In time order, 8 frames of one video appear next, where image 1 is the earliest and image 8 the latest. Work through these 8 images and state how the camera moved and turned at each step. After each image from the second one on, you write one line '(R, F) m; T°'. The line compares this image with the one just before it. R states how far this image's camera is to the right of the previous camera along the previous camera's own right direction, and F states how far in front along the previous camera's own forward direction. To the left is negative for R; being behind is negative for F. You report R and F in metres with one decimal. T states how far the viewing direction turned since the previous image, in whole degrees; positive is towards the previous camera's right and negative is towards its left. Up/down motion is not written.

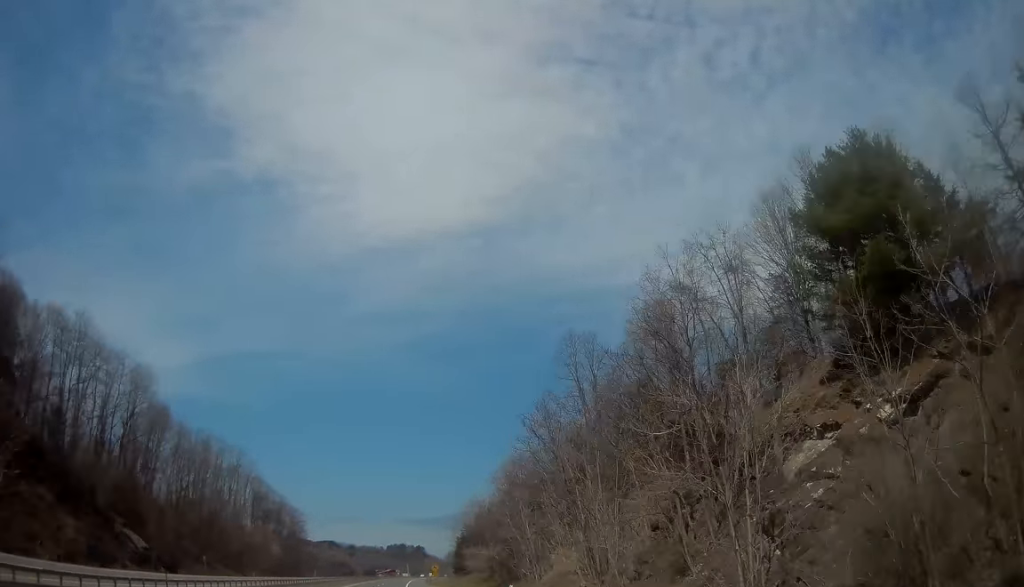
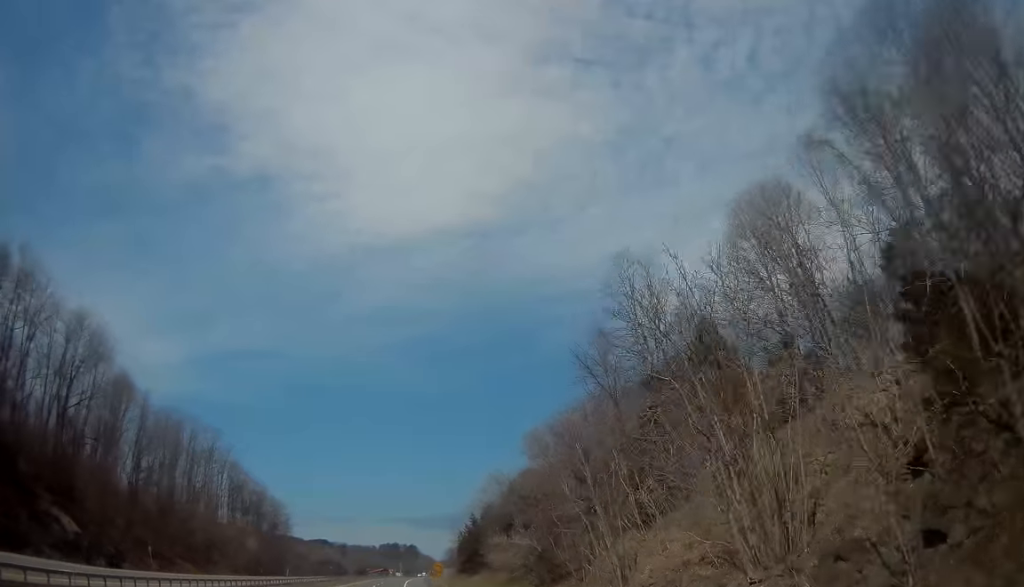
(+0.2, +18.8) m; +1°
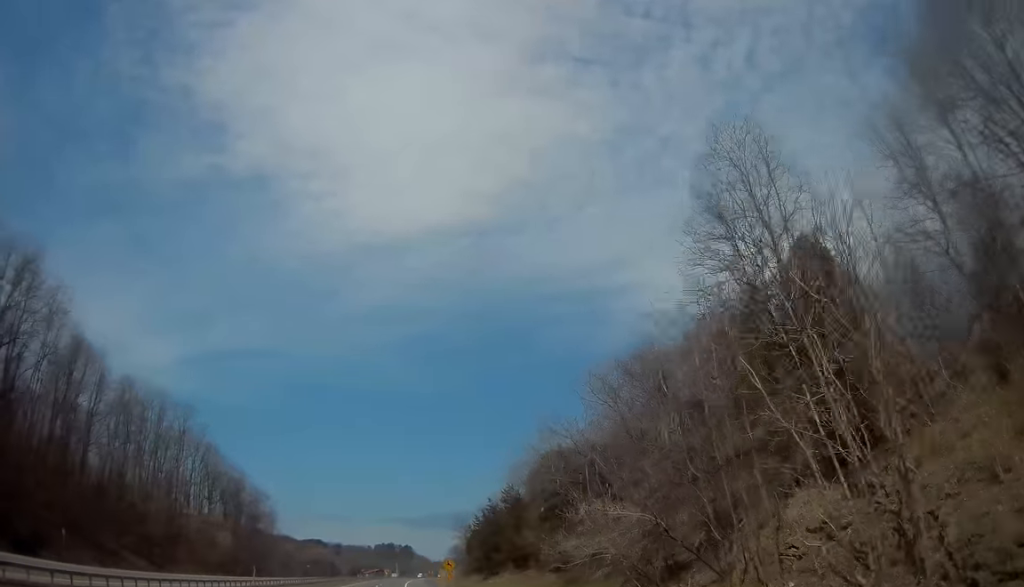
(+0.1, +19.8) m; 0°
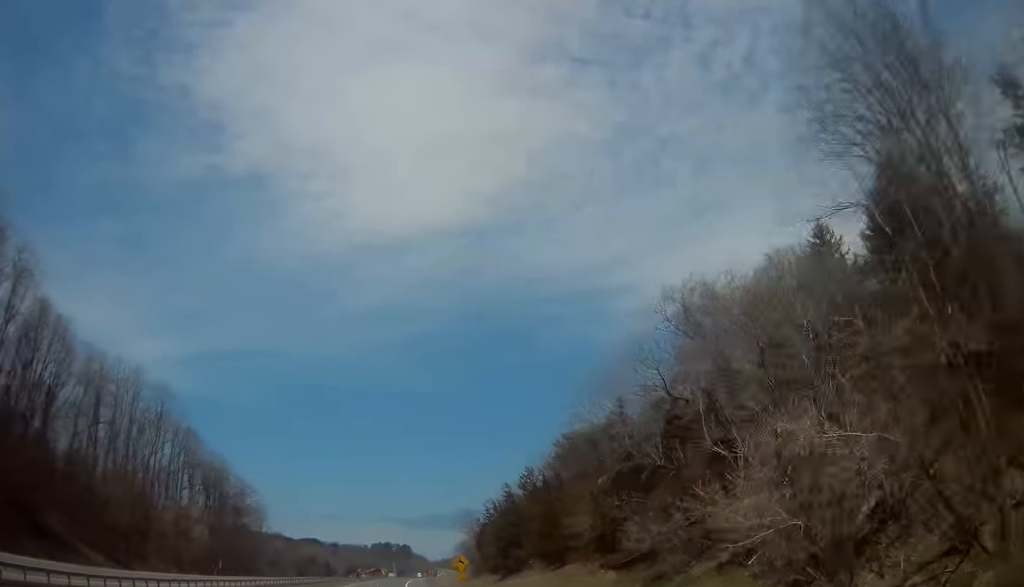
(0.0, +12.9) m; 0°
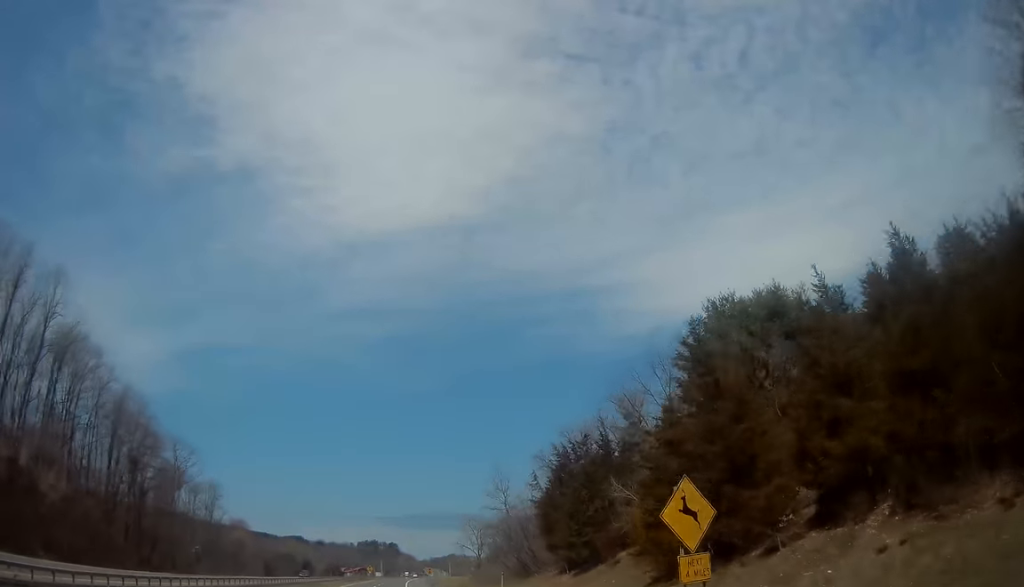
(+0.5, +42.8) m; +2°
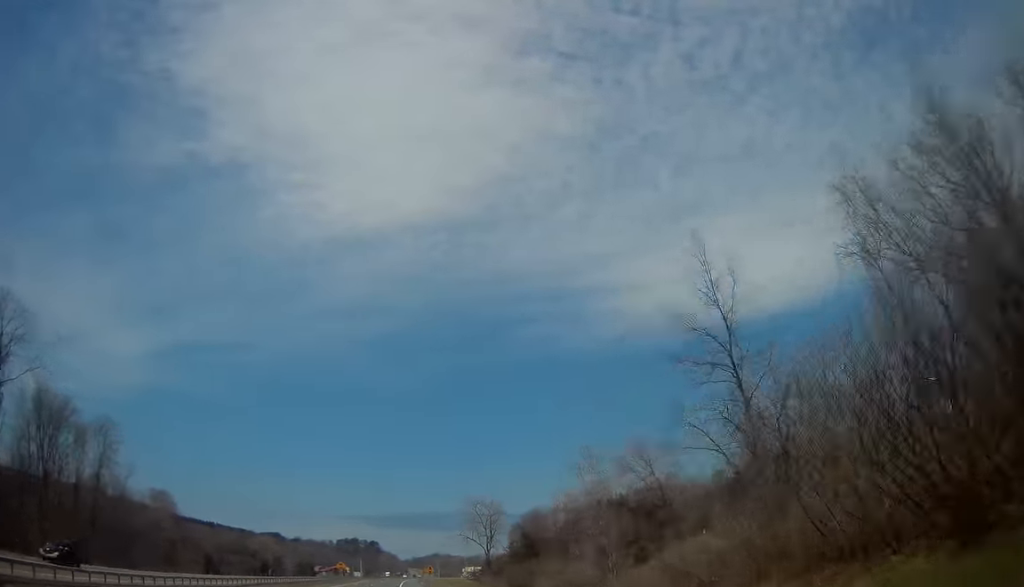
(+1.1, +53.0) m; +2°
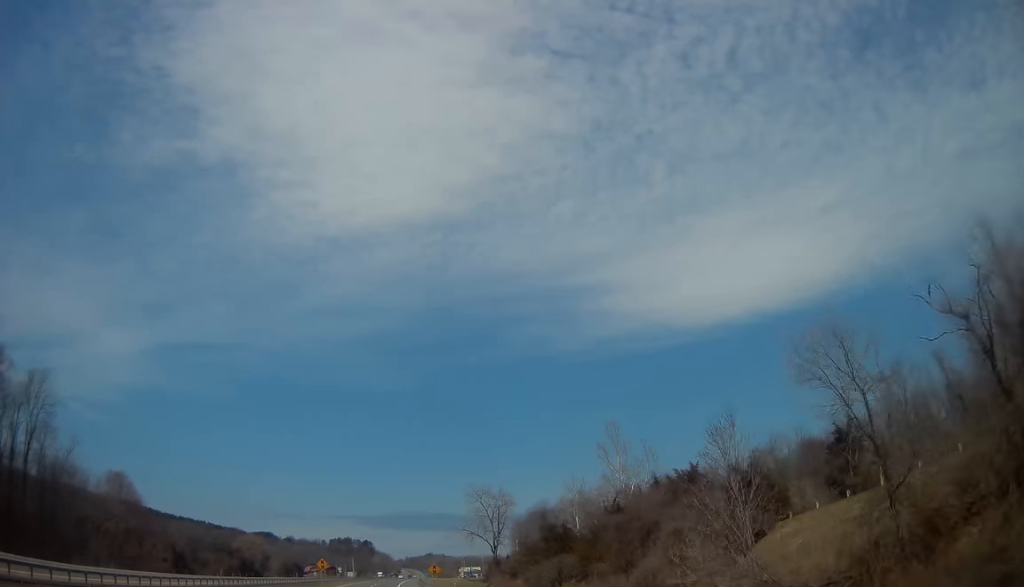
(-0.1, +19.7) m; 0°
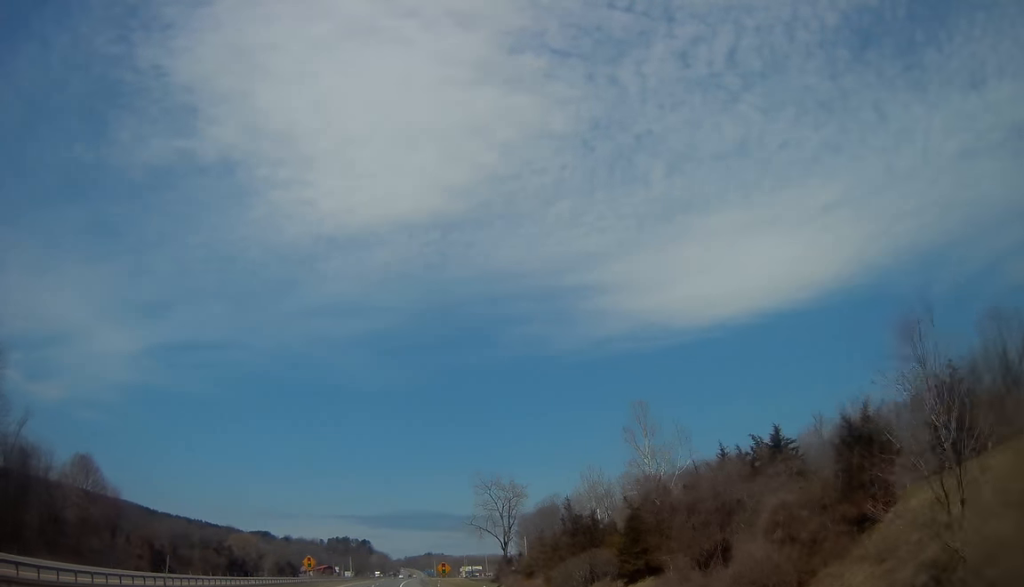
(-0.1, +13.7) m; 0°
